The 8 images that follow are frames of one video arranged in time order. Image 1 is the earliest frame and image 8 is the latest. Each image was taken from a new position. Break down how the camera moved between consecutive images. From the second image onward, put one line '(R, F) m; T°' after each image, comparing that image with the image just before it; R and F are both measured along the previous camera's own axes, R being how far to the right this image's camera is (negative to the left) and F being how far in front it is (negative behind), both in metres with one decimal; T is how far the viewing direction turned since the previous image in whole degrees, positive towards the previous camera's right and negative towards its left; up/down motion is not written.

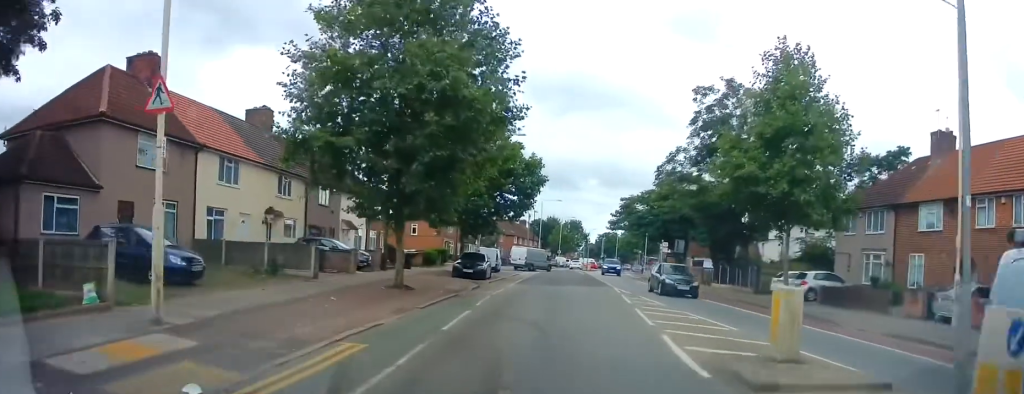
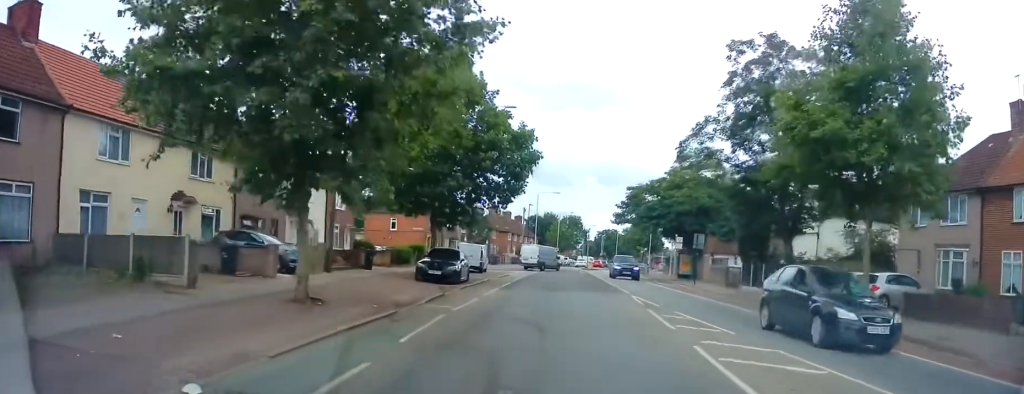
(-0.3, +7.5) m; -1°
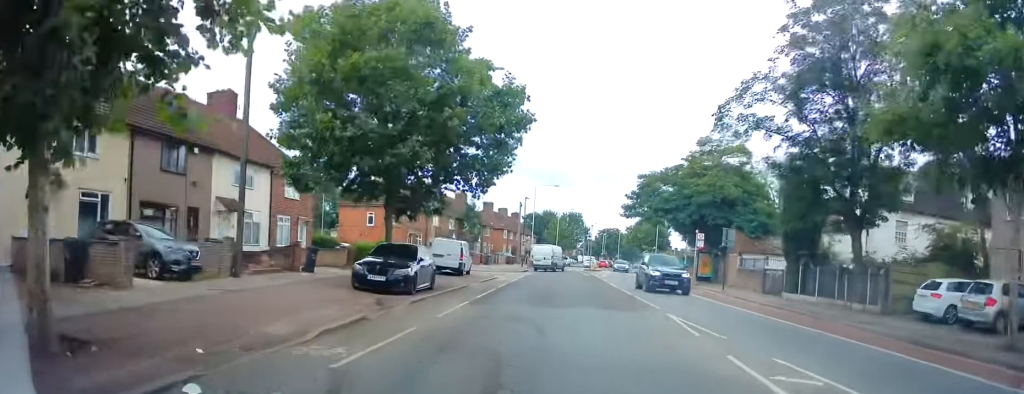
(+0.2, +7.5) m; 0°
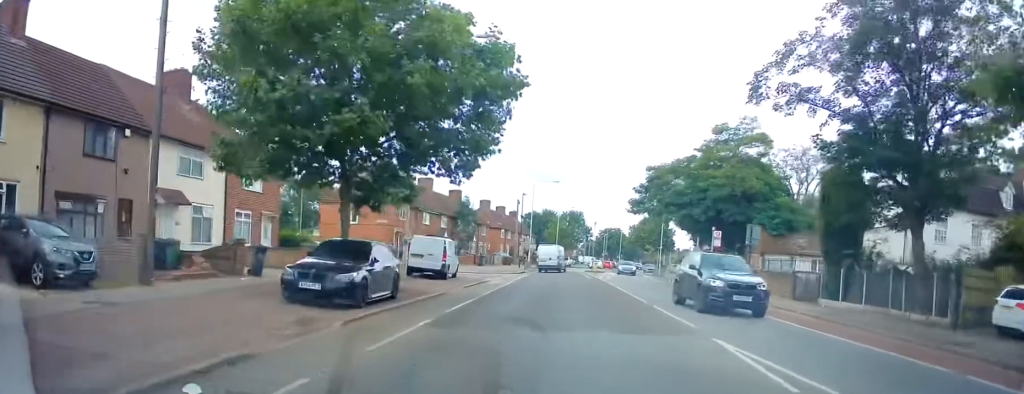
(-0.1, +4.6) m; 0°
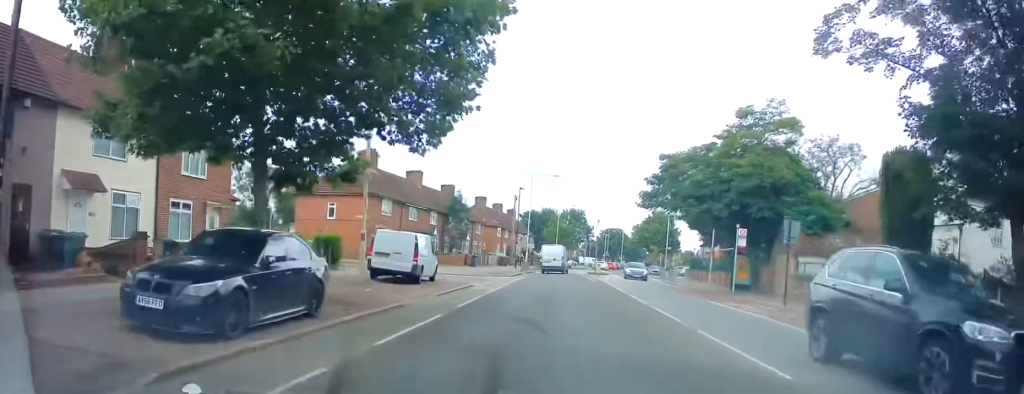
(-0.1, +5.2) m; 0°
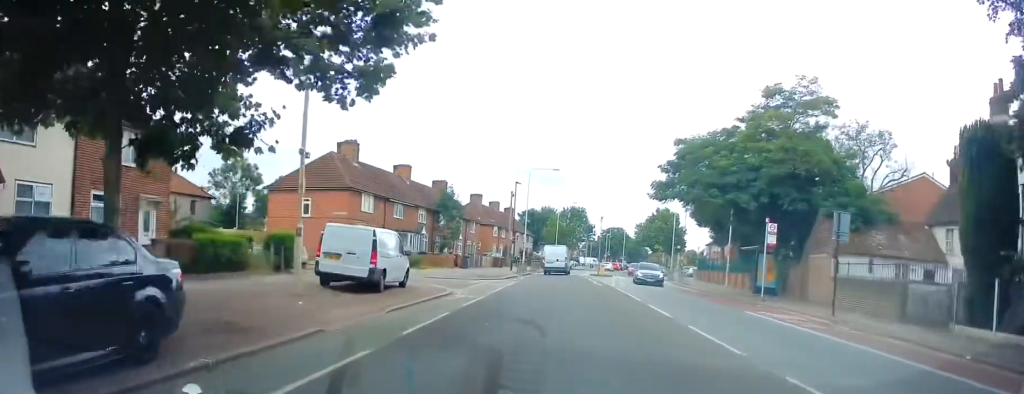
(+0.1, +4.7) m; 0°
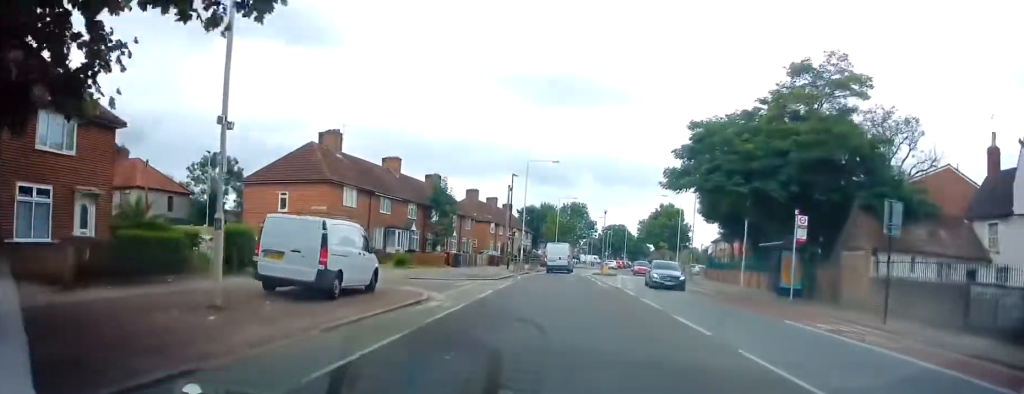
(0.0, +3.5) m; 0°
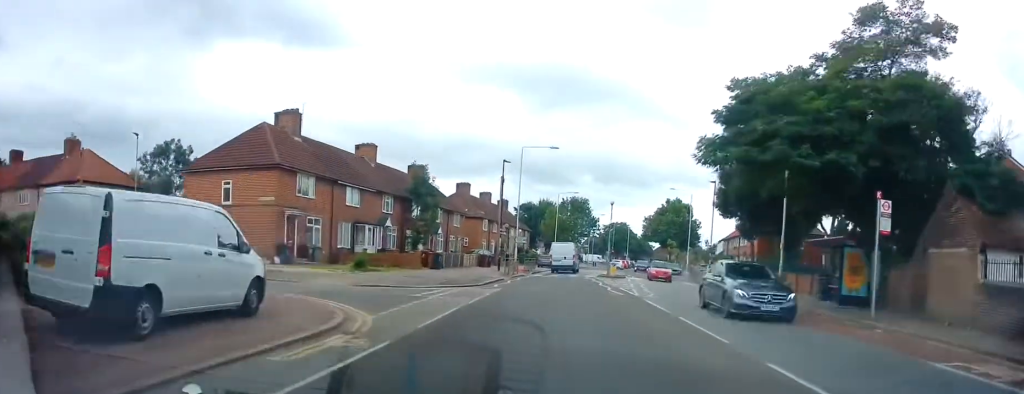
(-0.1, +6.7) m; -2°
